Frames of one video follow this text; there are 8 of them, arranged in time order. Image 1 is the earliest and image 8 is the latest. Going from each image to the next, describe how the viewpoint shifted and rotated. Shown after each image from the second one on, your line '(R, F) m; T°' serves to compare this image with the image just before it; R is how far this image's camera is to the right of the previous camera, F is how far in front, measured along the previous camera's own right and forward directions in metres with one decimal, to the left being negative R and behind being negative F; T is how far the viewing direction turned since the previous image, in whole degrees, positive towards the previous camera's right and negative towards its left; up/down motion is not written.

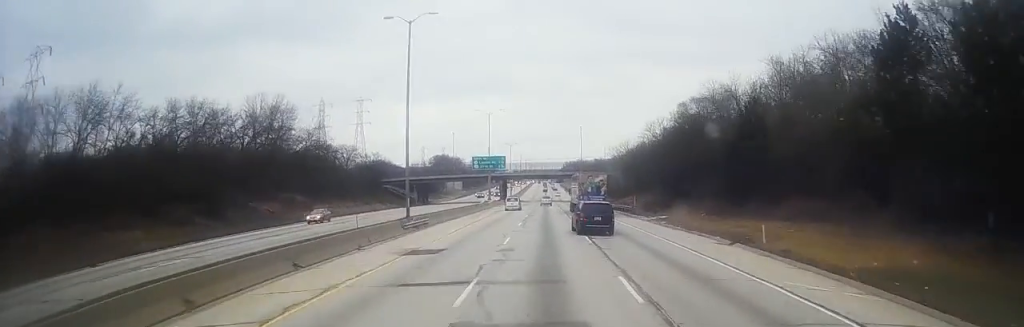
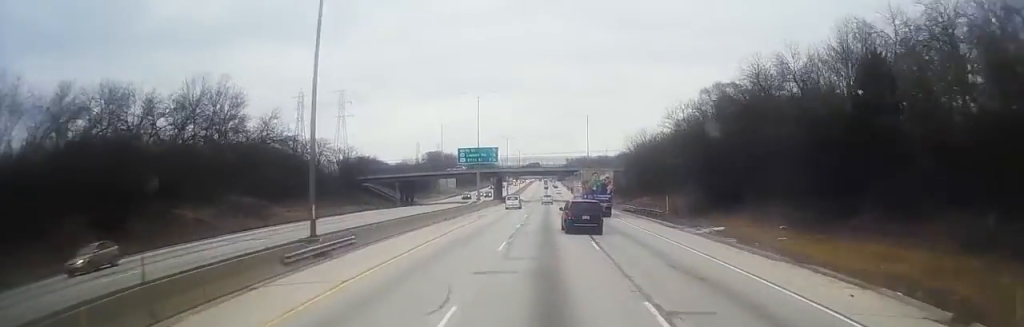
(0.0, +19.3) m; 0°
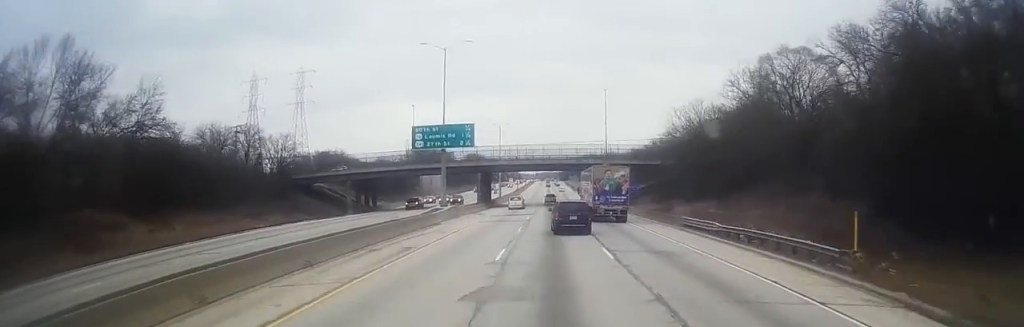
(0.0, +33.4) m; 0°
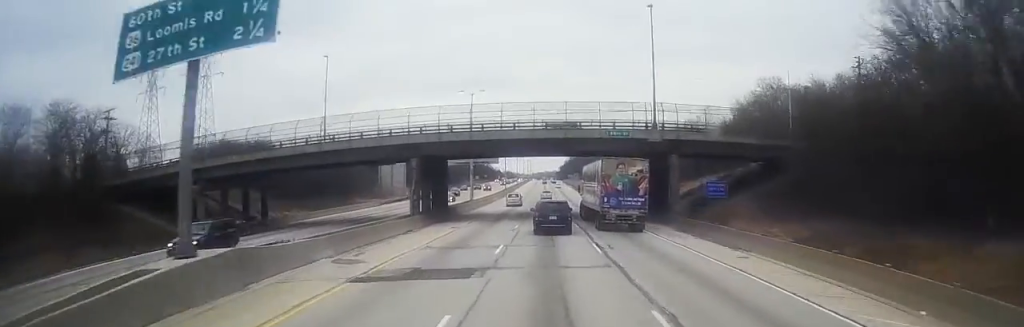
(0.0, +43.5) m; +1°
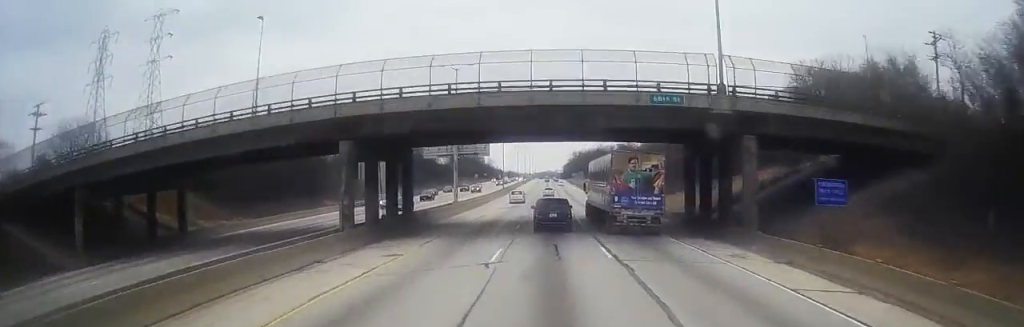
(+0.2, +18.0) m; +1°
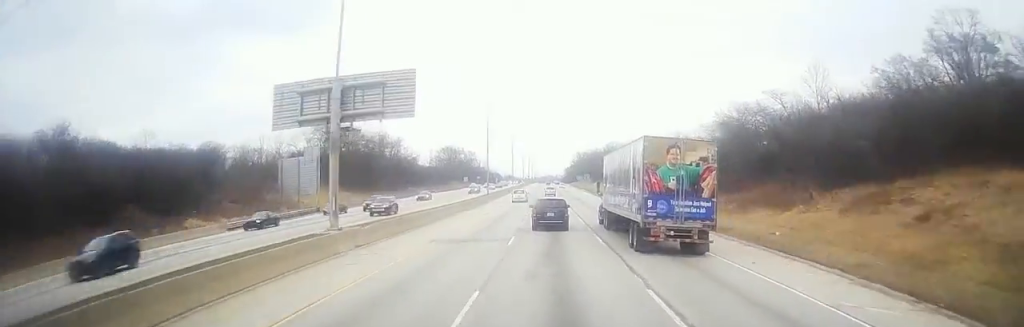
(+1.1, +41.2) m; +2°
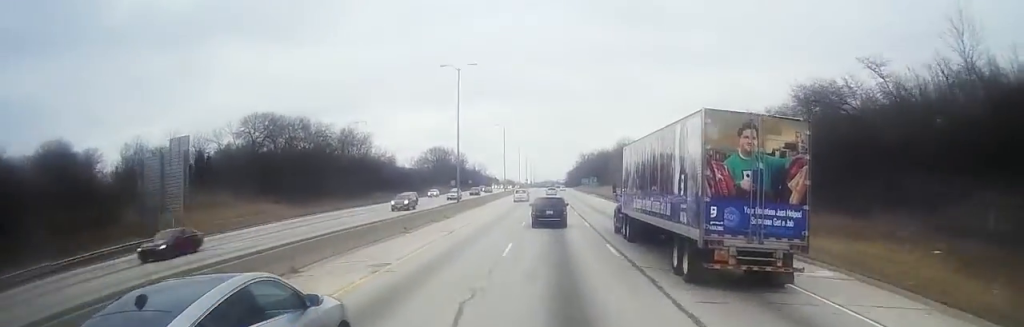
(-0.3, +35.8) m; -2°
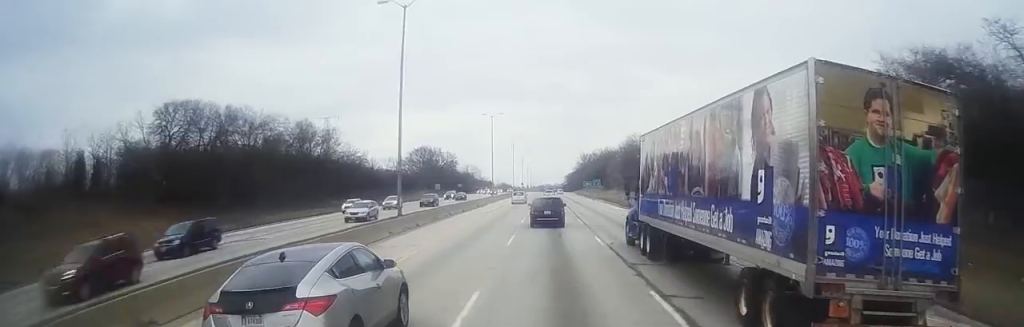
(-0.6, +27.7) m; -1°
